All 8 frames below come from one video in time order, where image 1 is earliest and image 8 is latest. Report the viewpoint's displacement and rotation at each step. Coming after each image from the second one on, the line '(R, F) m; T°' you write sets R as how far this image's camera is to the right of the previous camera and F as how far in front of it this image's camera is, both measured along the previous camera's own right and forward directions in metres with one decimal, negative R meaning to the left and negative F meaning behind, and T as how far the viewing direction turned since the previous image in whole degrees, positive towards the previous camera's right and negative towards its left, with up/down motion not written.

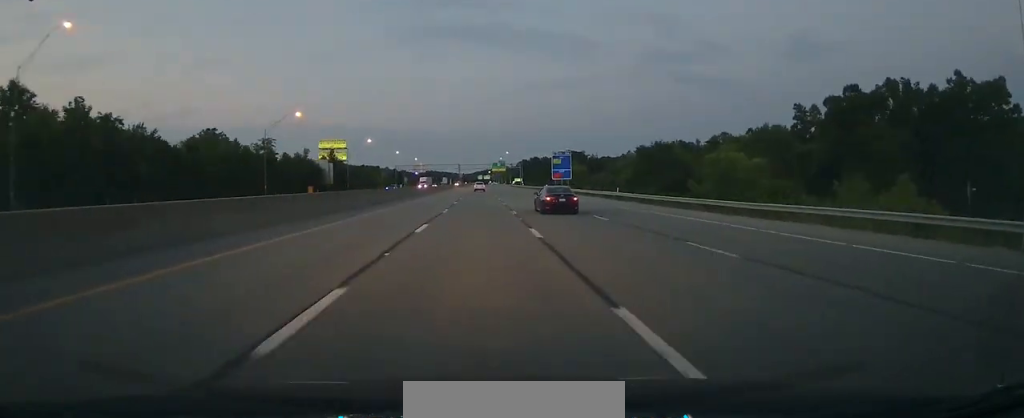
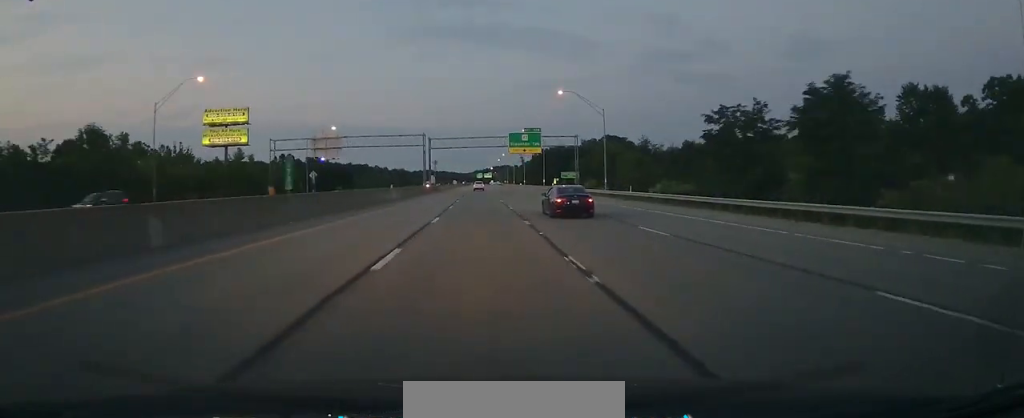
(+1.2, +130.9) m; +1°
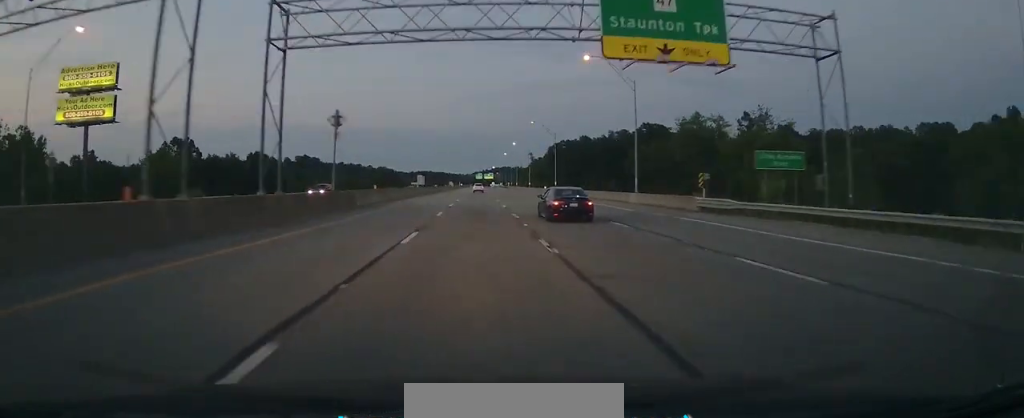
(0.0, +70.3) m; 0°
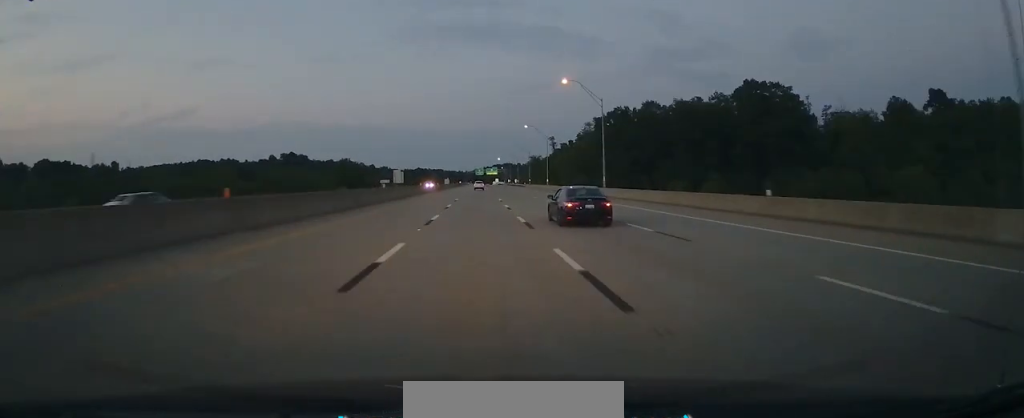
(+0.1, +88.4) m; 0°
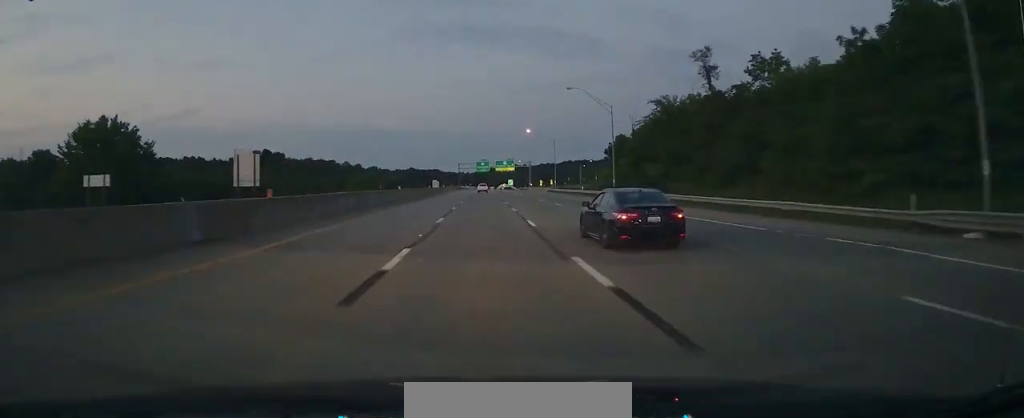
(-0.3, +147.6) m; 0°
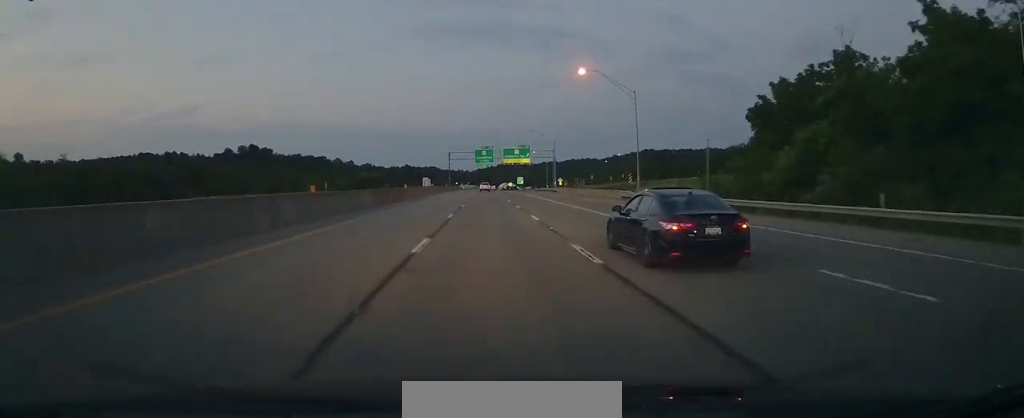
(-0.4, +58.7) m; 0°
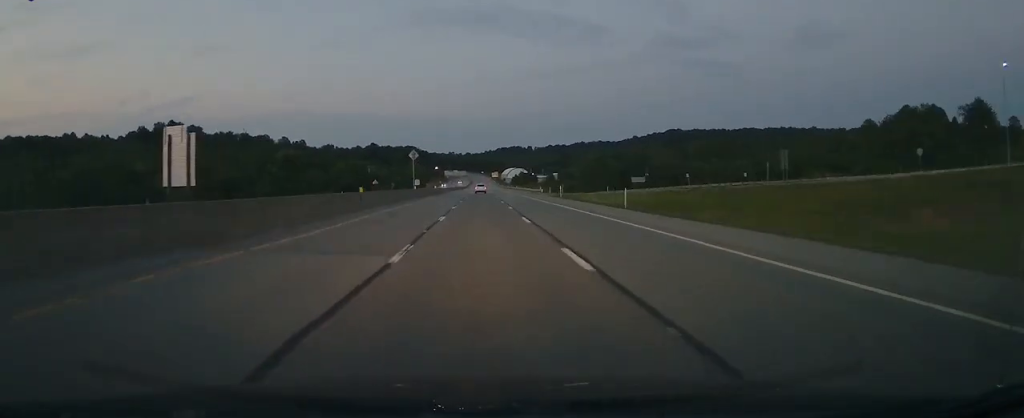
(+1.0, +234.9) m; 0°
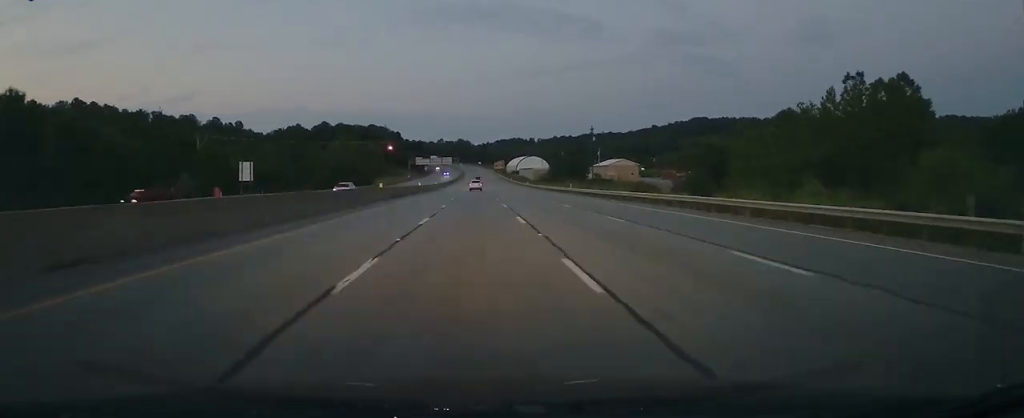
(-0.4, +172.9) m; 0°
